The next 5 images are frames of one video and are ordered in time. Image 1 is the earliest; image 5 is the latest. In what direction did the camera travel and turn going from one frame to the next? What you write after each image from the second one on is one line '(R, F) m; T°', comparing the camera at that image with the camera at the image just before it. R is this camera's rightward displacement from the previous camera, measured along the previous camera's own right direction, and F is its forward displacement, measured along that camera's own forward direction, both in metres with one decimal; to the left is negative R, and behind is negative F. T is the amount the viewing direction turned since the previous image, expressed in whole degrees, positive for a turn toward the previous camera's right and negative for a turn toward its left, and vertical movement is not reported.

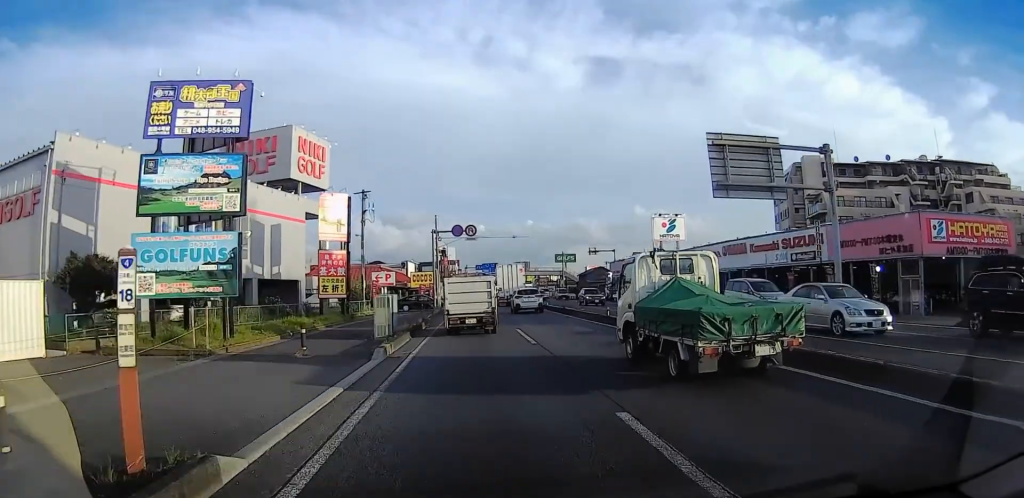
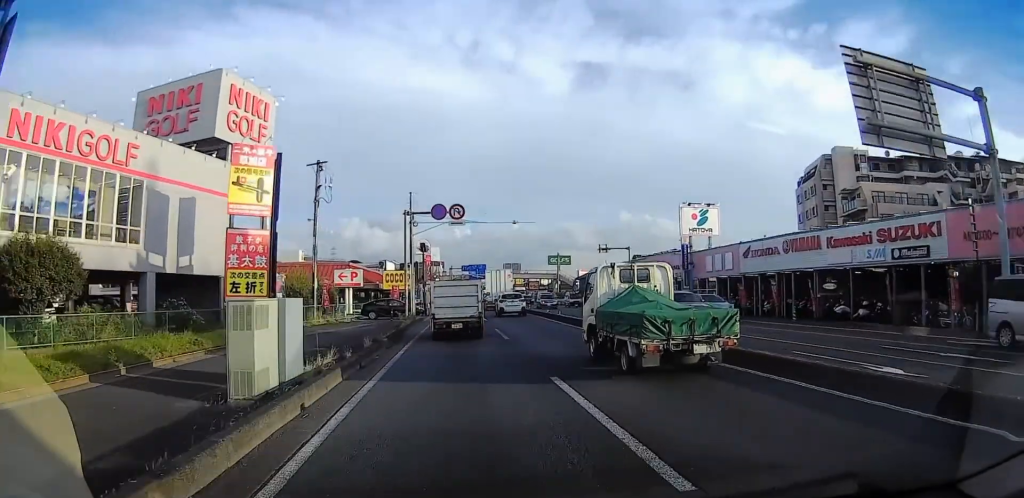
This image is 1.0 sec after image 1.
(+0.6, +11.0) m; +3°
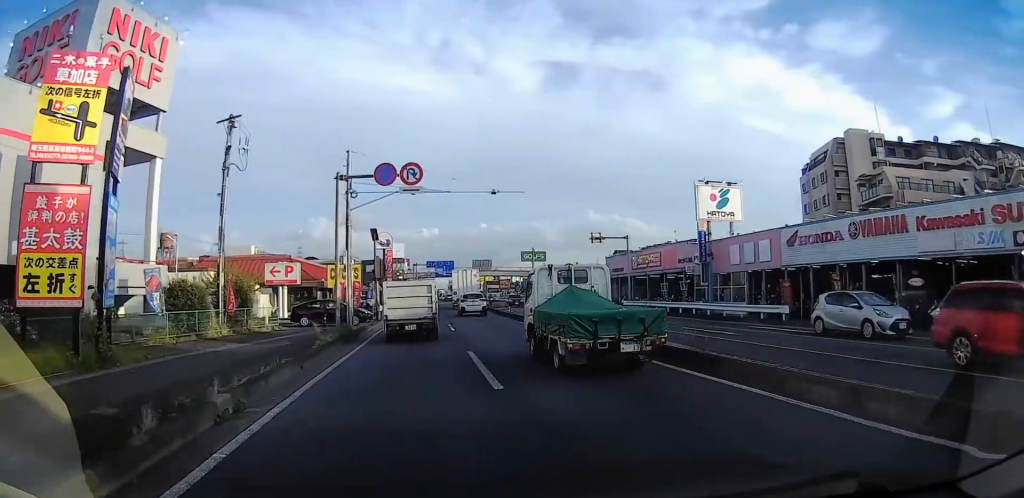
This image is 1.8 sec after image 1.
(0.0, +9.4) m; 0°
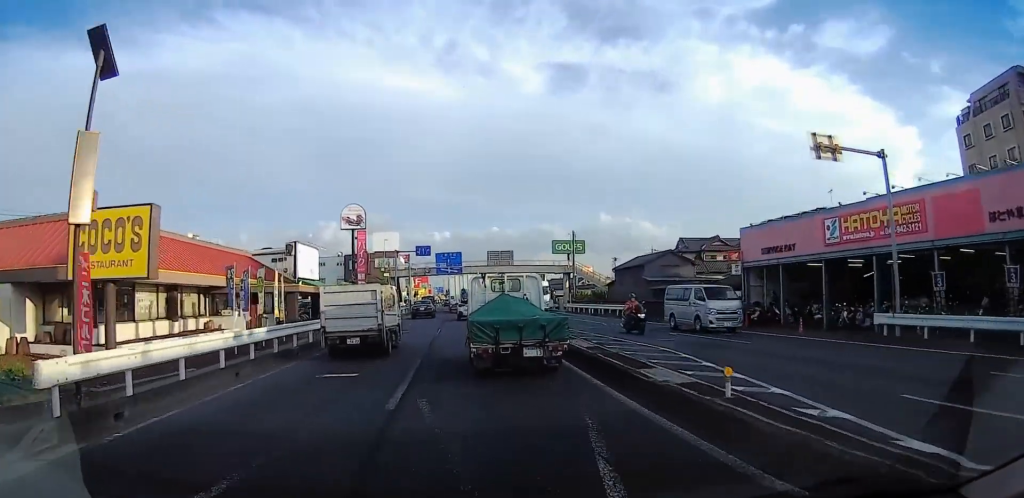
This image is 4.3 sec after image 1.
(-0.3, +29.7) m; -1°
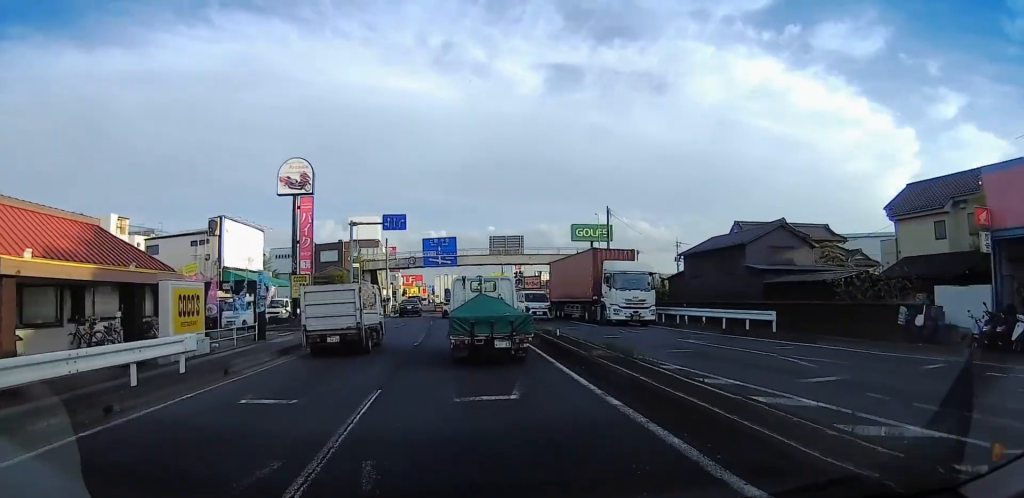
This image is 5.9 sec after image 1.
(0.0, +20.1) m; 0°
